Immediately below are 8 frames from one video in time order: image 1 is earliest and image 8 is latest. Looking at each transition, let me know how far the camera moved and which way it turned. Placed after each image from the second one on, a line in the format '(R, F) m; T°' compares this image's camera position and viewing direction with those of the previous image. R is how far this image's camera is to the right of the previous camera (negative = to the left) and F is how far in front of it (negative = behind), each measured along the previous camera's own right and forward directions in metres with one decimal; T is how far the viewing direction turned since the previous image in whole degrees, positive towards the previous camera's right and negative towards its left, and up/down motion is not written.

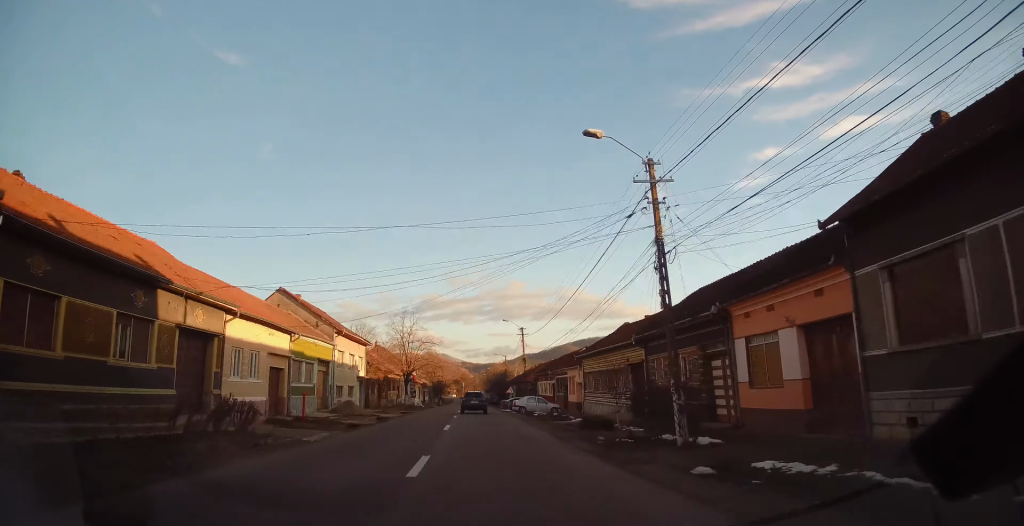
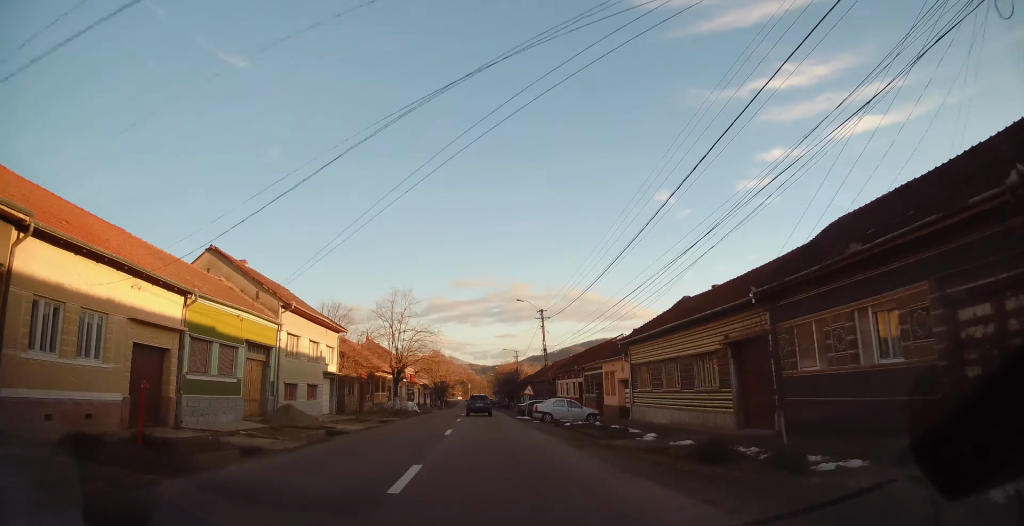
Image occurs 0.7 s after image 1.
(-0.1, +12.7) m; 0°
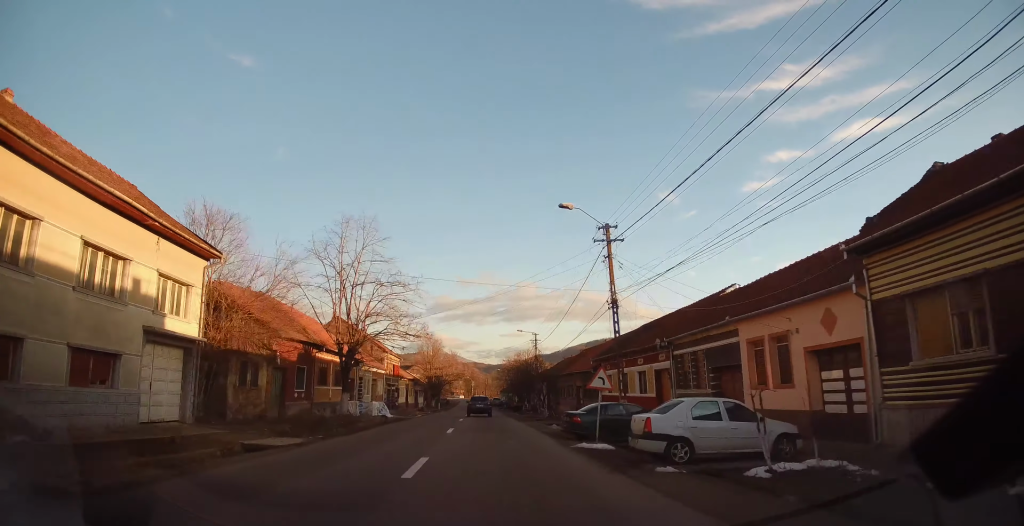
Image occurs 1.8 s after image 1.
(0.0, +21.8) m; 0°
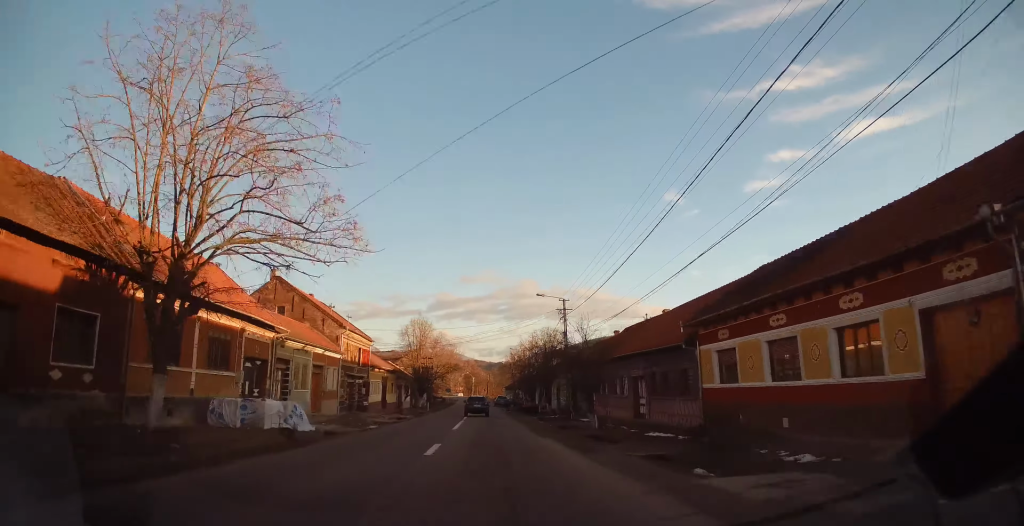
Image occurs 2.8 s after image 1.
(-0.1, +19.5) m; 0°
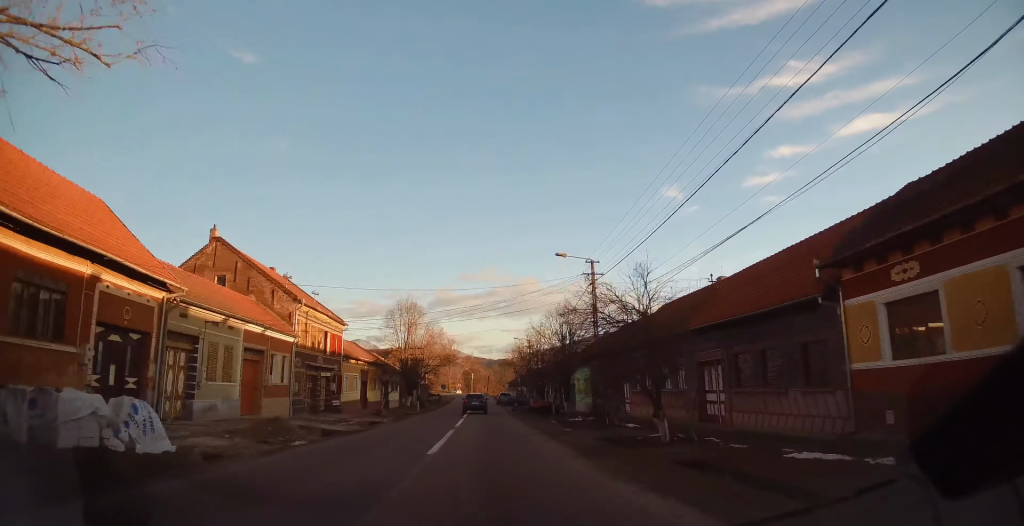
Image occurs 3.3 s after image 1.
(+0.2, +10.4) m; 0°
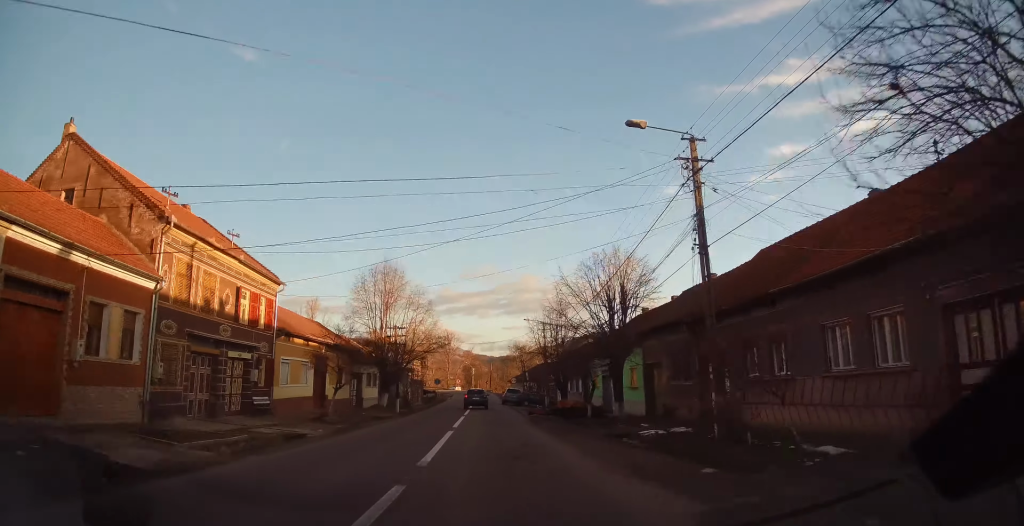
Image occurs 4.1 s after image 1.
(-0.3, +14.5) m; -1°
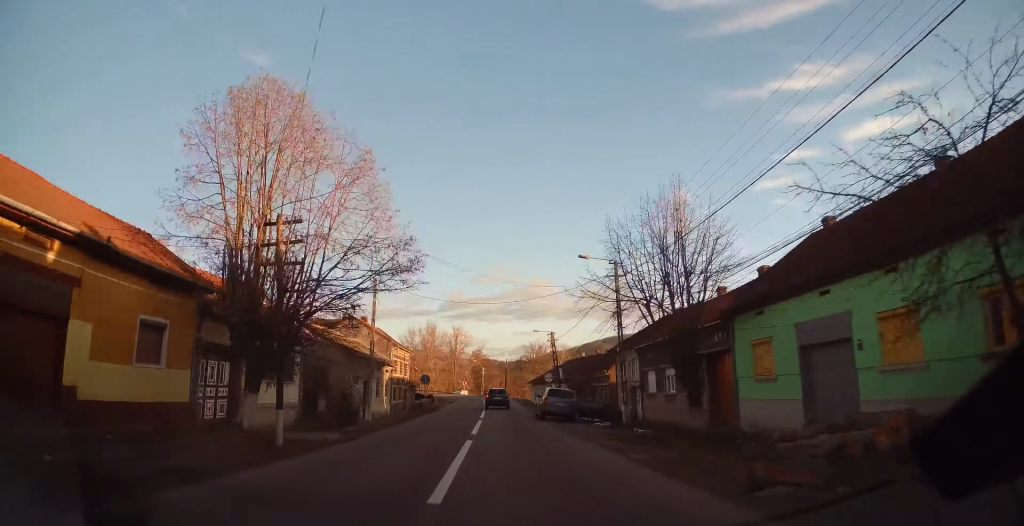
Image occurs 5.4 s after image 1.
(-0.1, +26.2) m; +2°
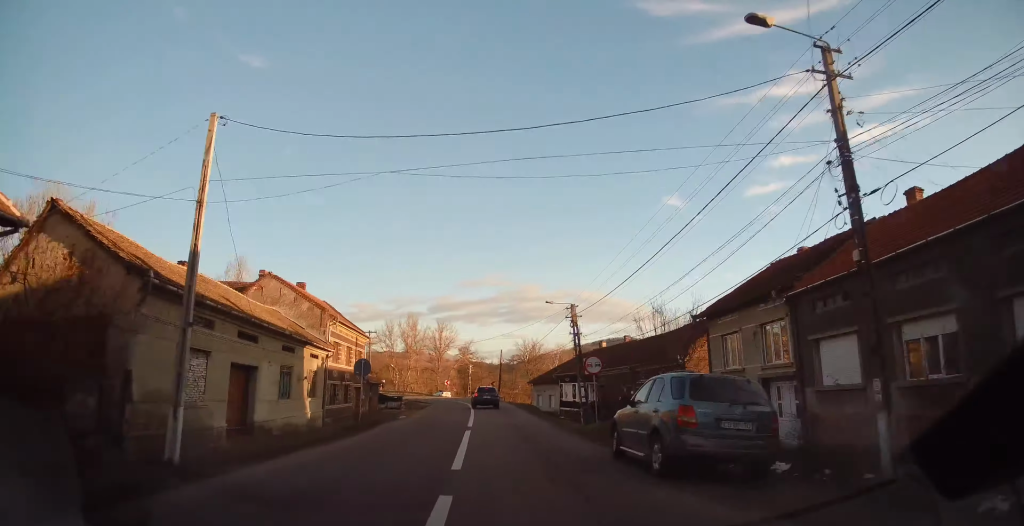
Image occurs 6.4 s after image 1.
(+0.6, +19.3) m; 0°
